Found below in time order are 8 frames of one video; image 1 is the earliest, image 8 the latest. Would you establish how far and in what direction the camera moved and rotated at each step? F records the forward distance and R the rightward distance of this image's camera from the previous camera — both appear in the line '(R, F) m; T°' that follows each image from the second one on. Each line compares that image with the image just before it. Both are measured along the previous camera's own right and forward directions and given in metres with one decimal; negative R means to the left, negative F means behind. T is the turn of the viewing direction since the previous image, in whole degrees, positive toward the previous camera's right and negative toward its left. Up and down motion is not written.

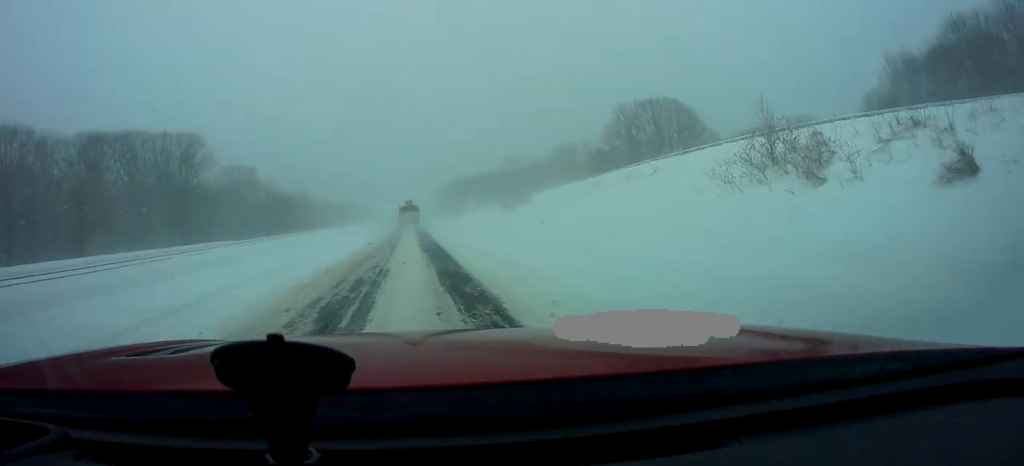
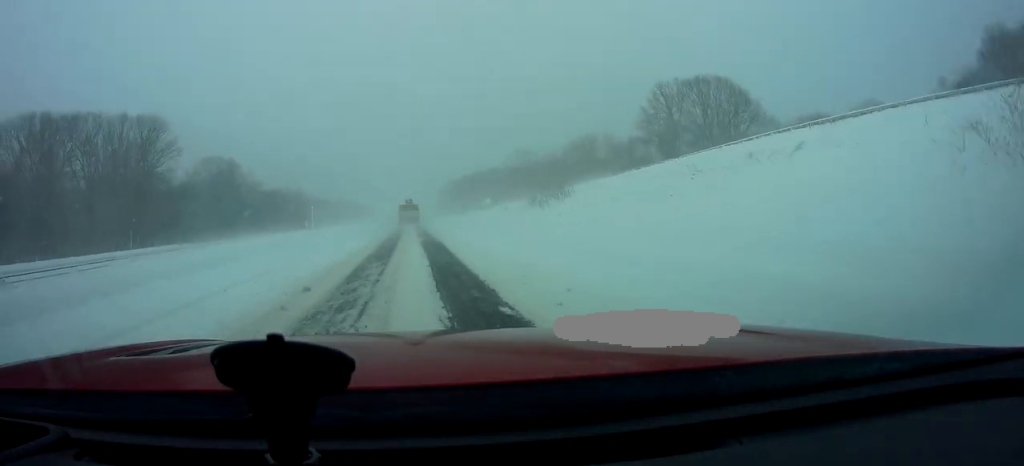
(-0.4, +20.5) m; 0°
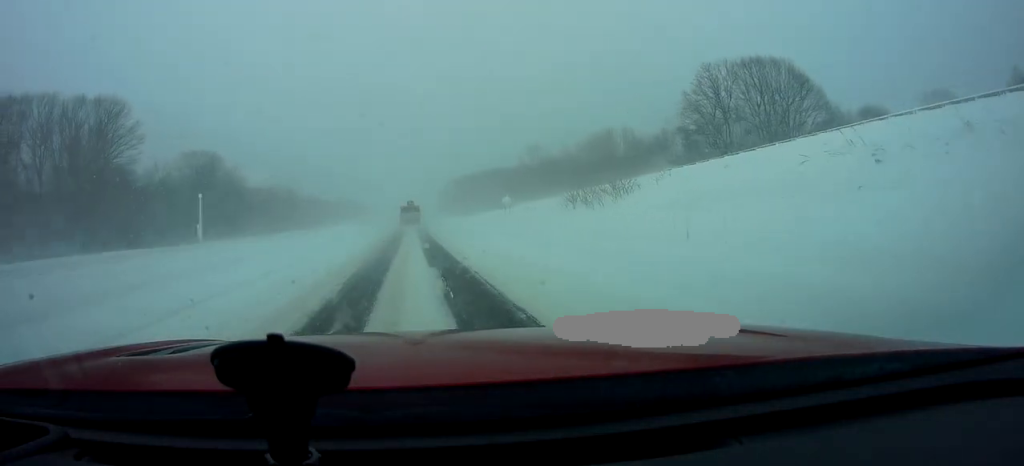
(0.0, +17.1) m; +1°
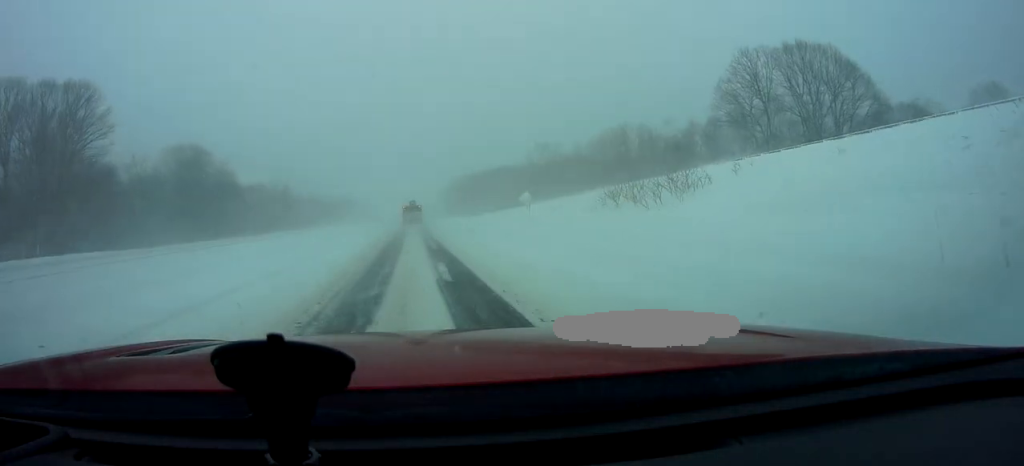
(+0.4, +10.5) m; +1°
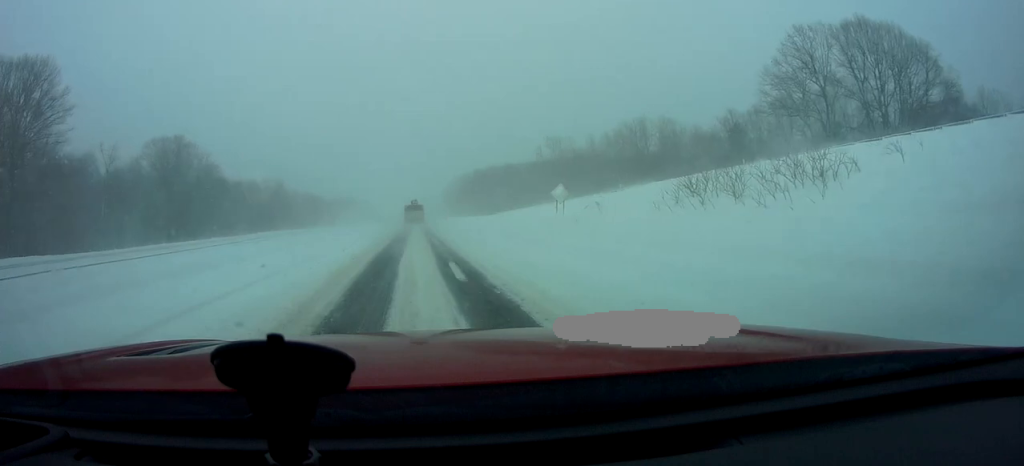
(-0.2, +12.5) m; 0°
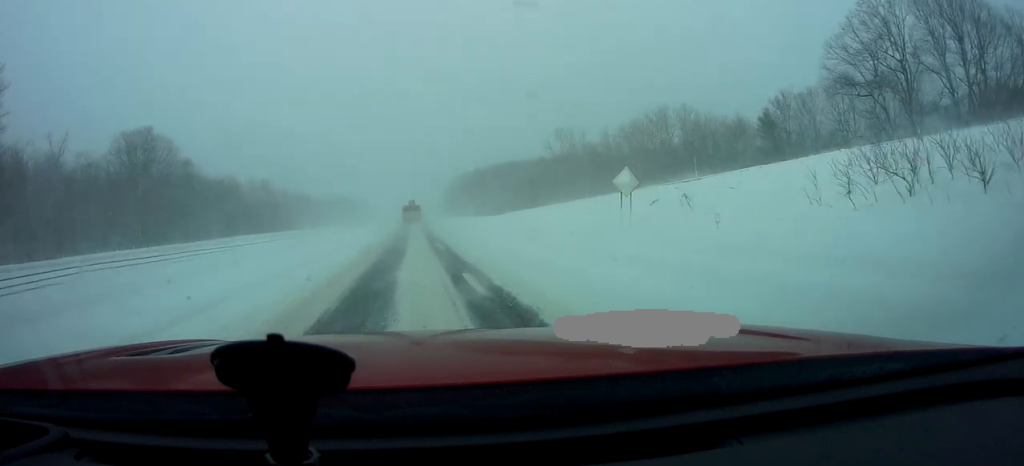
(-0.2, +14.4) m; 0°
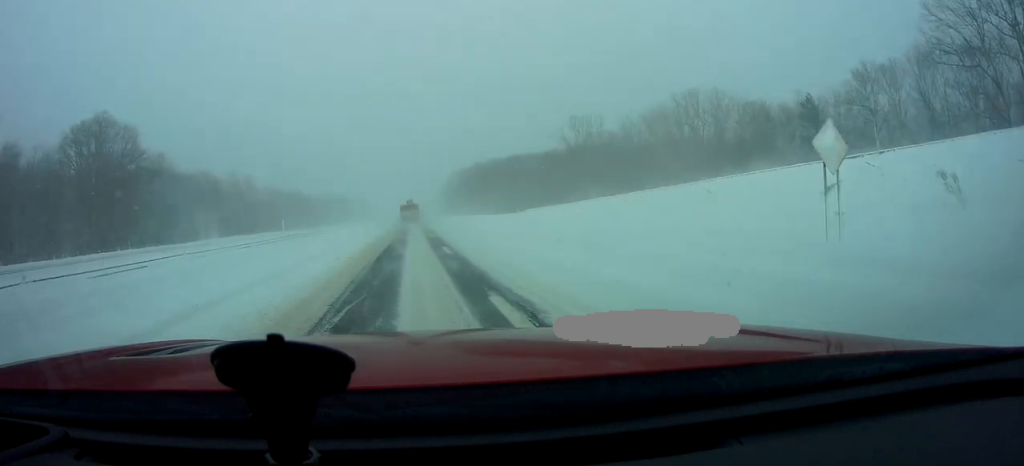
(+0.6, +16.3) m; -1°
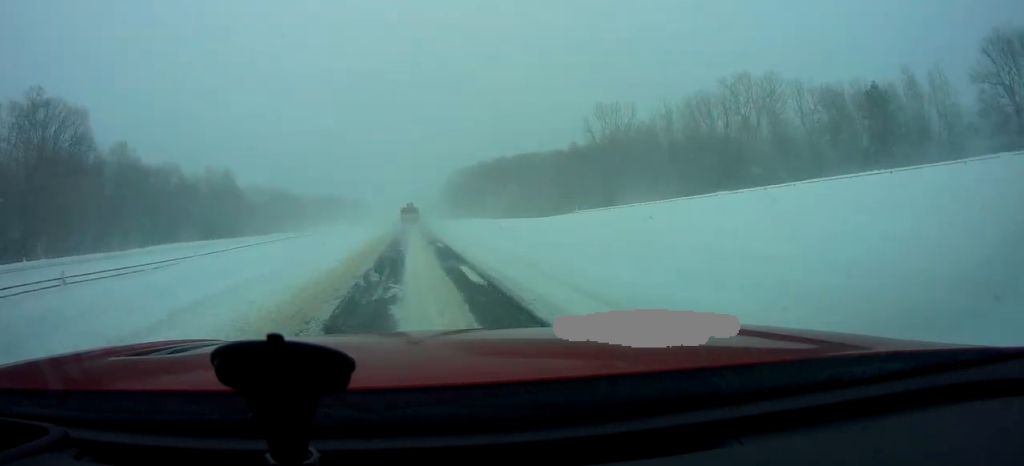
(-1.0, +19.0) m; 0°
